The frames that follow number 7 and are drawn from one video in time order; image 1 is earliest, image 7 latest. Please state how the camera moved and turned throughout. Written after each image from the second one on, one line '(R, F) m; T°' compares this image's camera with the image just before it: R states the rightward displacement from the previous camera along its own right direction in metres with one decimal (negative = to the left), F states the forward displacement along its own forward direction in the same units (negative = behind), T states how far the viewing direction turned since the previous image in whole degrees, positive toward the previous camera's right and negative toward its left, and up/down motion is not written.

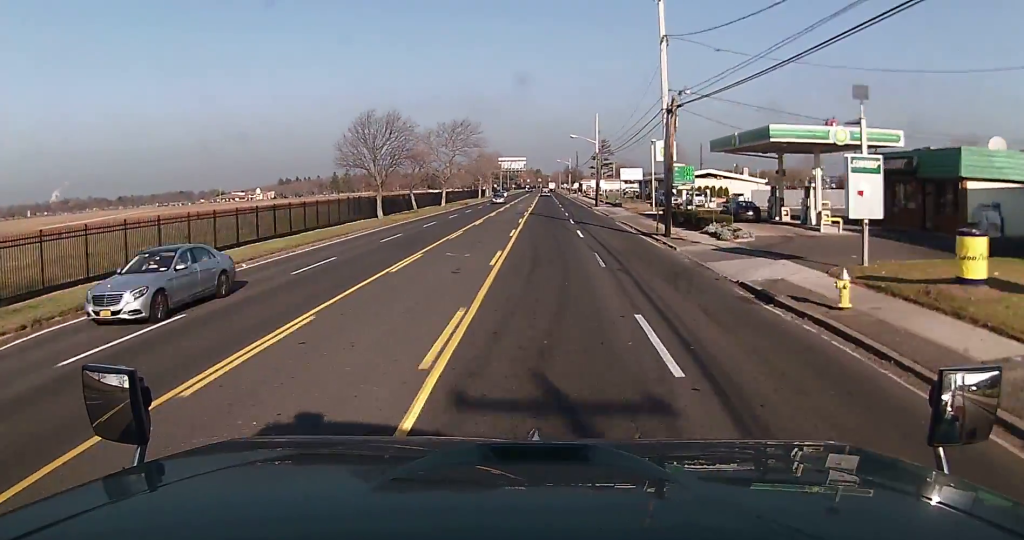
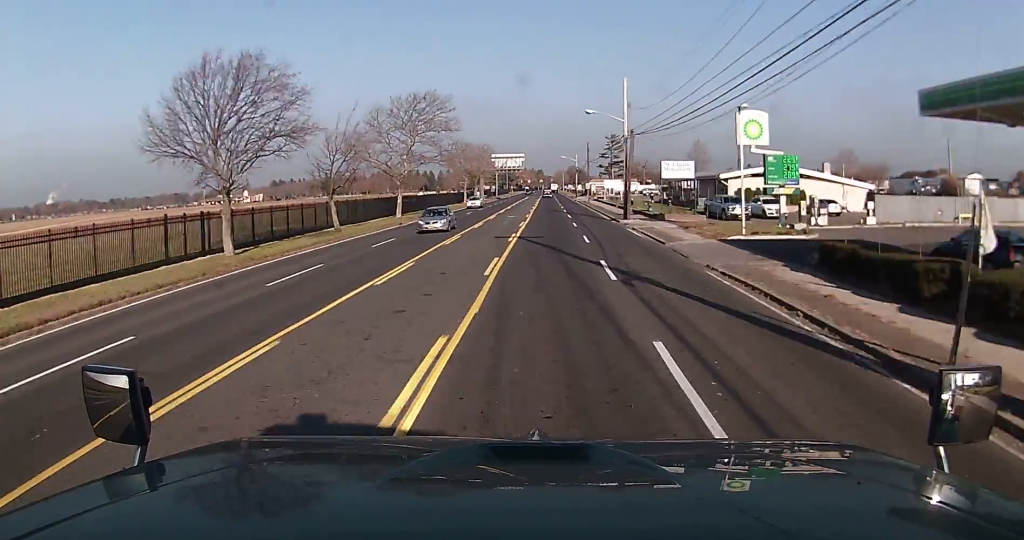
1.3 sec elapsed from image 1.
(0.0, +26.2) m; 0°
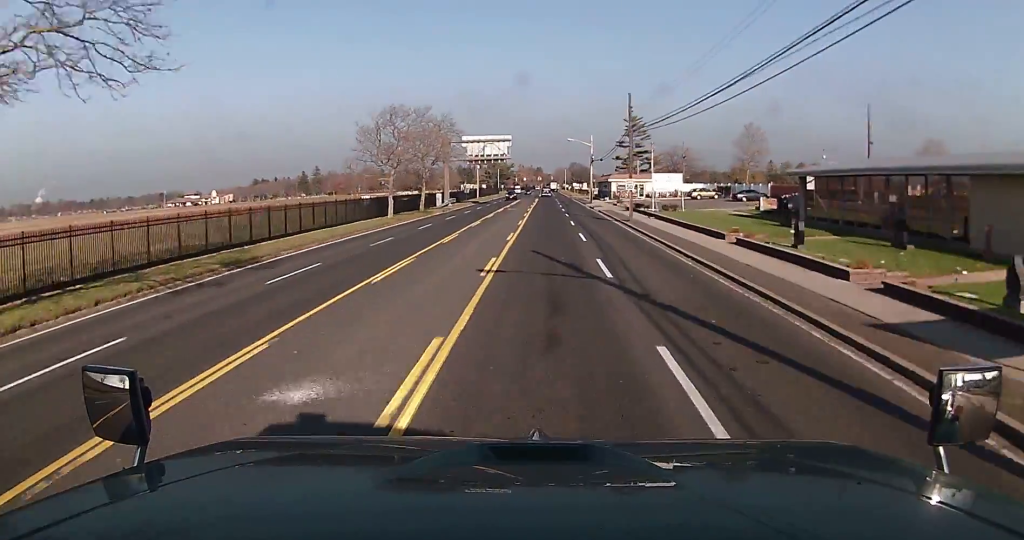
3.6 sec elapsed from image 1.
(-0.1, +48.1) m; -1°
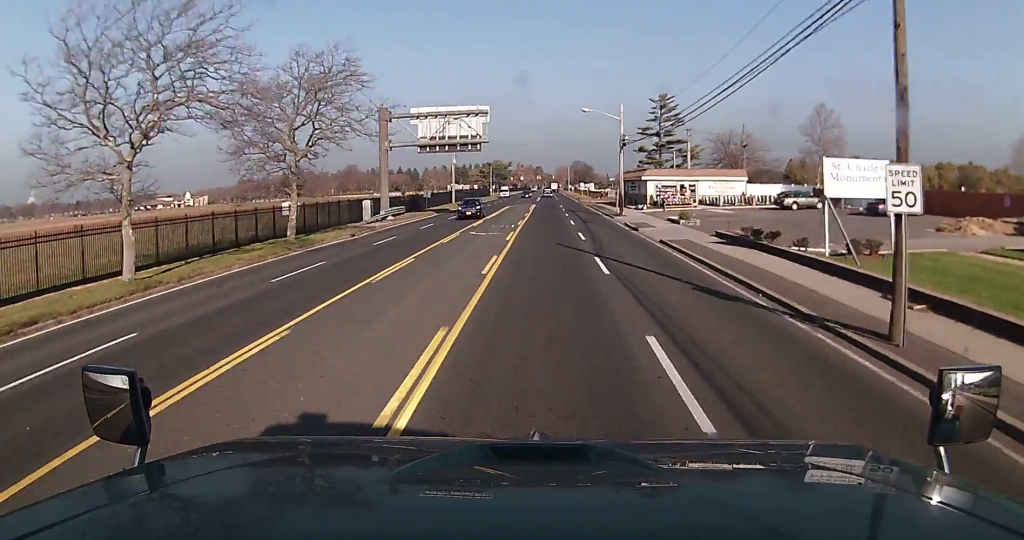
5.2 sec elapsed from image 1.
(+0.2, +35.9) m; +1°
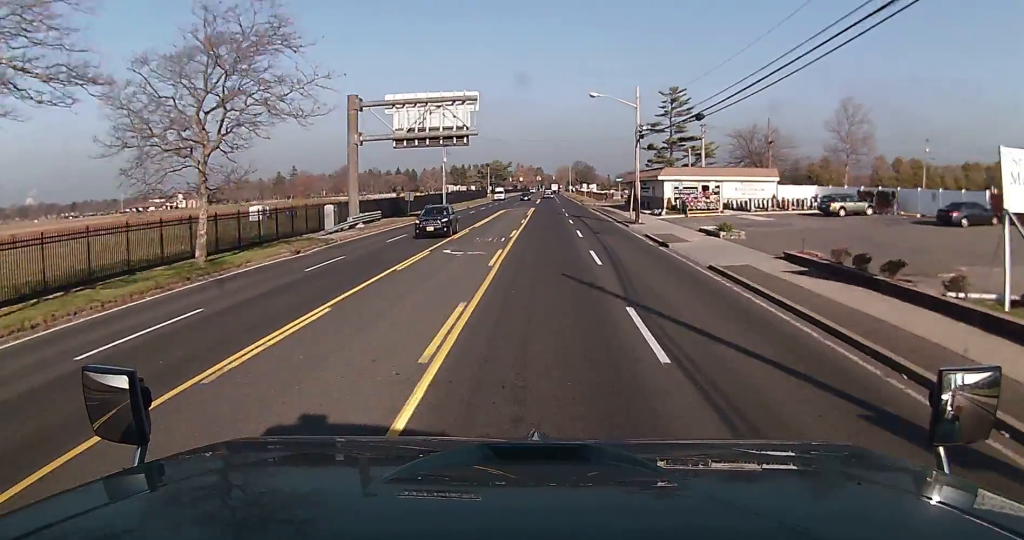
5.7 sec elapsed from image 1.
(0.0, +9.4) m; 0°
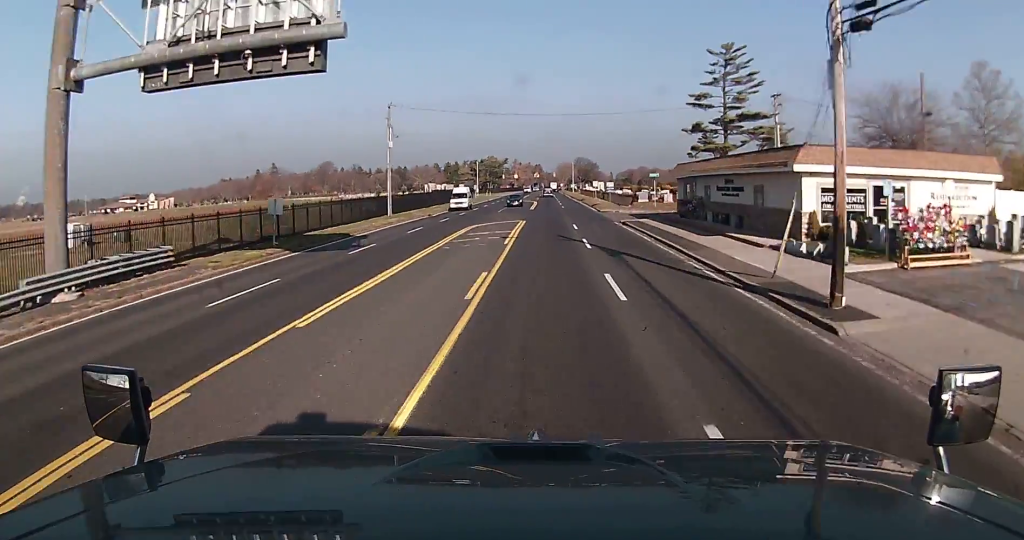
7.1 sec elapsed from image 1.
(-0.3, +31.5) m; -1°
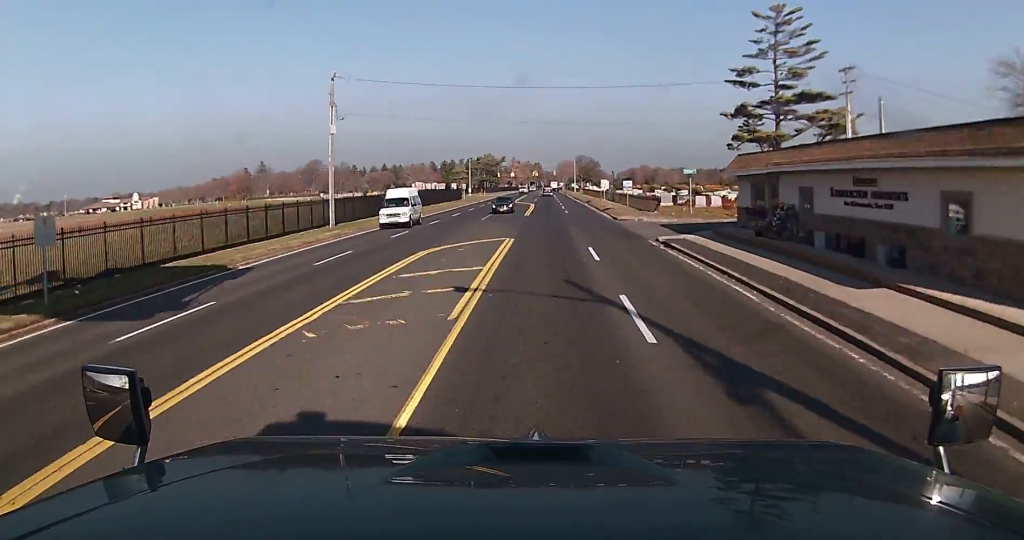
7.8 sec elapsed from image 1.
(0.0, +16.2) m; 0°
